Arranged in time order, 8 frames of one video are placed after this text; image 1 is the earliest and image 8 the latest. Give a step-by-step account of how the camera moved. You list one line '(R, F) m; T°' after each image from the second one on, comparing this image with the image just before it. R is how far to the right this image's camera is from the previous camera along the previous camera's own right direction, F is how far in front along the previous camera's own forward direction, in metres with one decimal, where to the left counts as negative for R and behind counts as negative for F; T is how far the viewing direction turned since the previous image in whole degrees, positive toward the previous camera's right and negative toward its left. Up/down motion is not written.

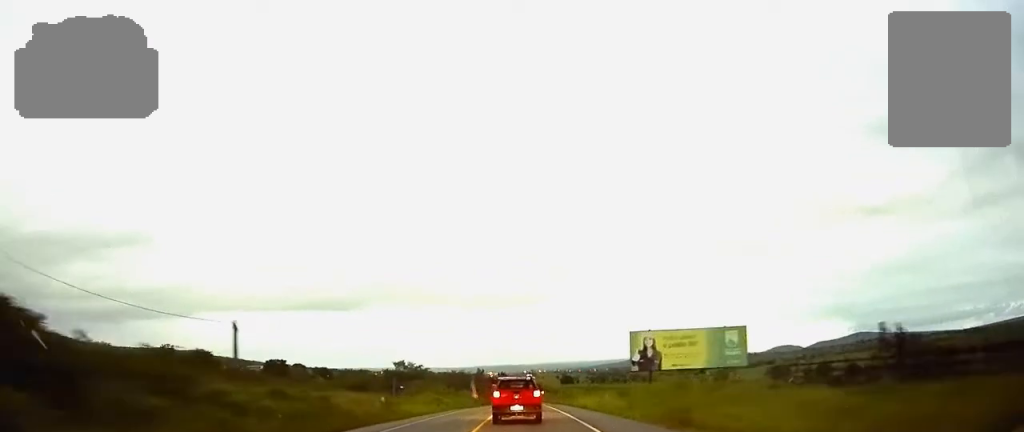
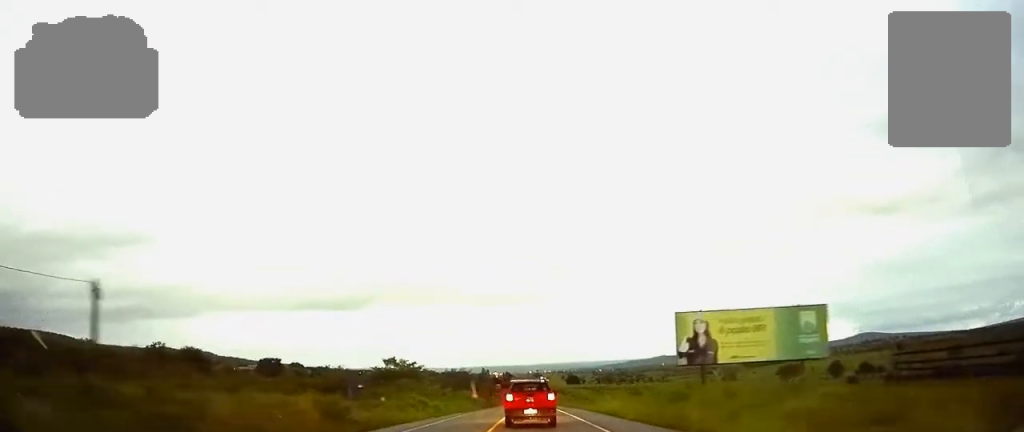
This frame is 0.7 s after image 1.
(0.0, +13.5) m; 0°
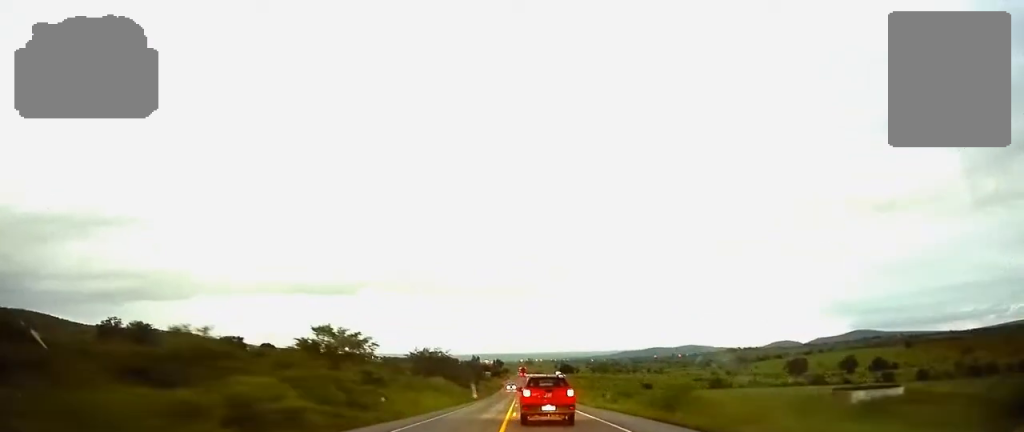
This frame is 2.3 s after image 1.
(+0.1, +33.3) m; +1°
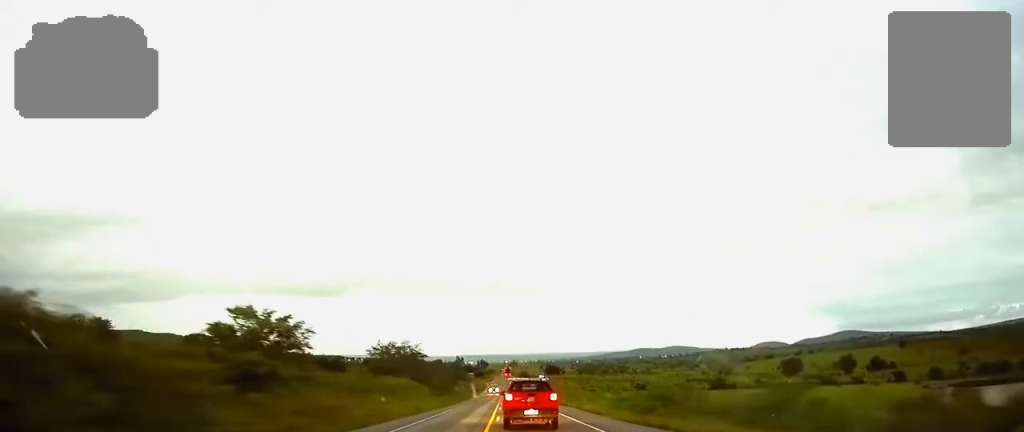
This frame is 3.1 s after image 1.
(+0.2, +17.7) m; +1°
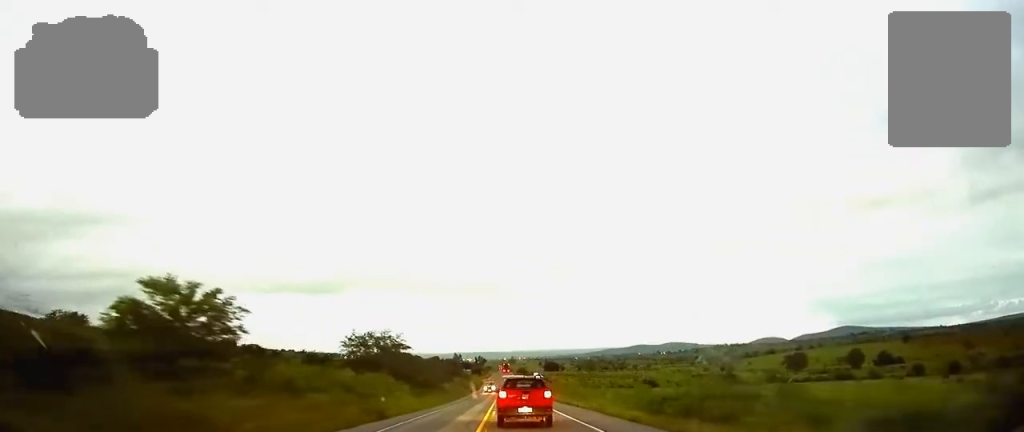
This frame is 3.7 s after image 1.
(0.0, +13.0) m; 0°
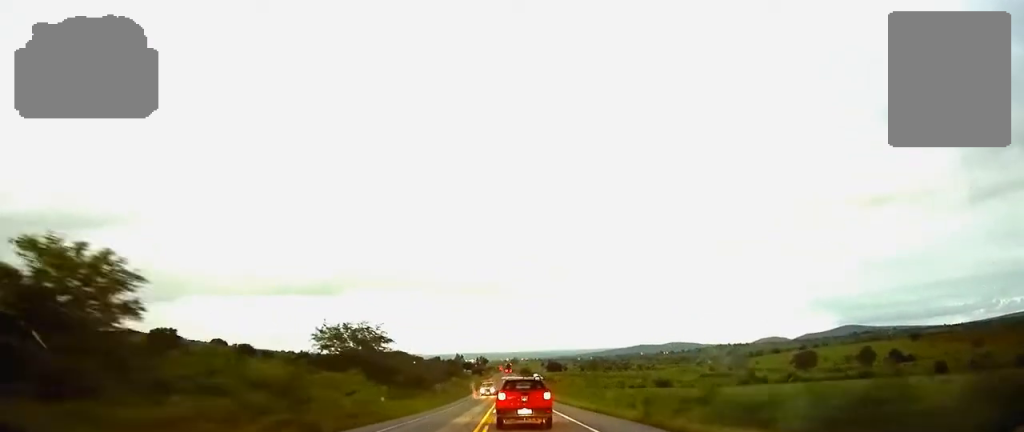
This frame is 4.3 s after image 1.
(0.0, +12.4) m; 0°
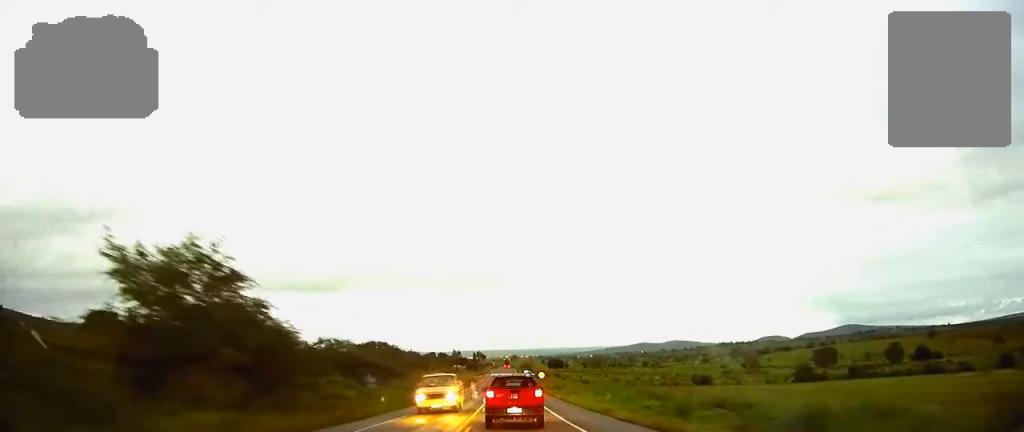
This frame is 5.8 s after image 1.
(+0.1, +35.1) m; 0°
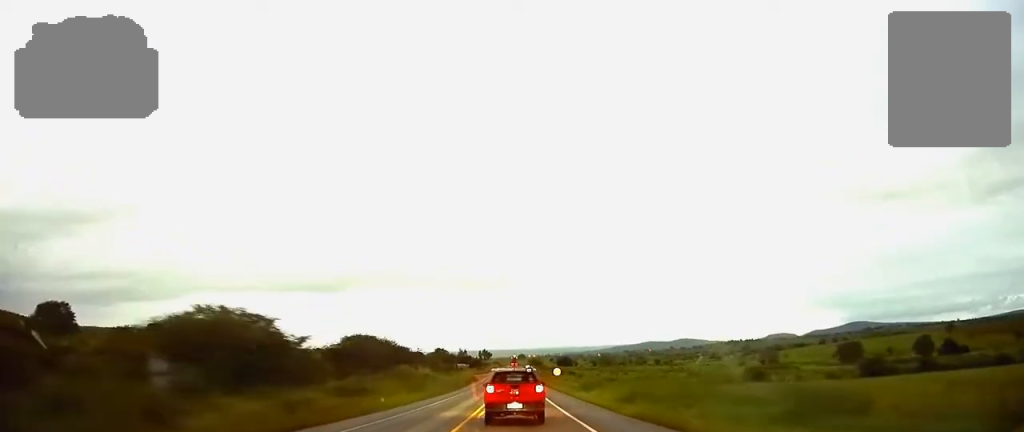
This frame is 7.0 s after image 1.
(0.0, +26.4) m; -1°
